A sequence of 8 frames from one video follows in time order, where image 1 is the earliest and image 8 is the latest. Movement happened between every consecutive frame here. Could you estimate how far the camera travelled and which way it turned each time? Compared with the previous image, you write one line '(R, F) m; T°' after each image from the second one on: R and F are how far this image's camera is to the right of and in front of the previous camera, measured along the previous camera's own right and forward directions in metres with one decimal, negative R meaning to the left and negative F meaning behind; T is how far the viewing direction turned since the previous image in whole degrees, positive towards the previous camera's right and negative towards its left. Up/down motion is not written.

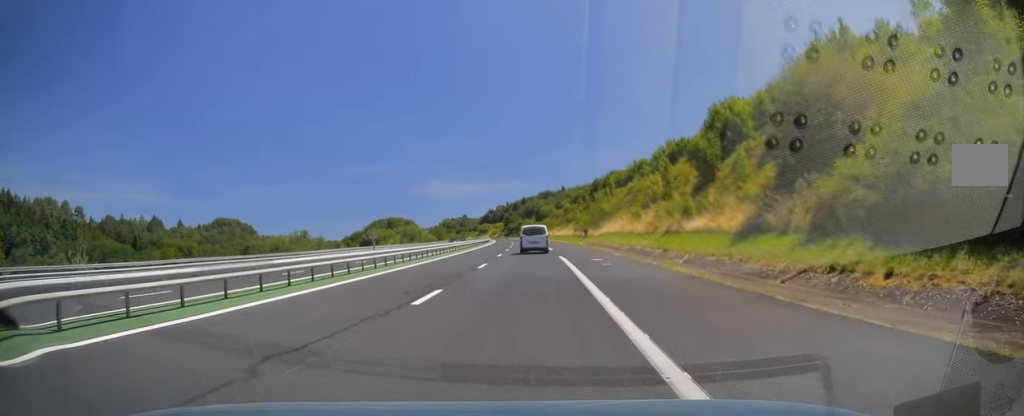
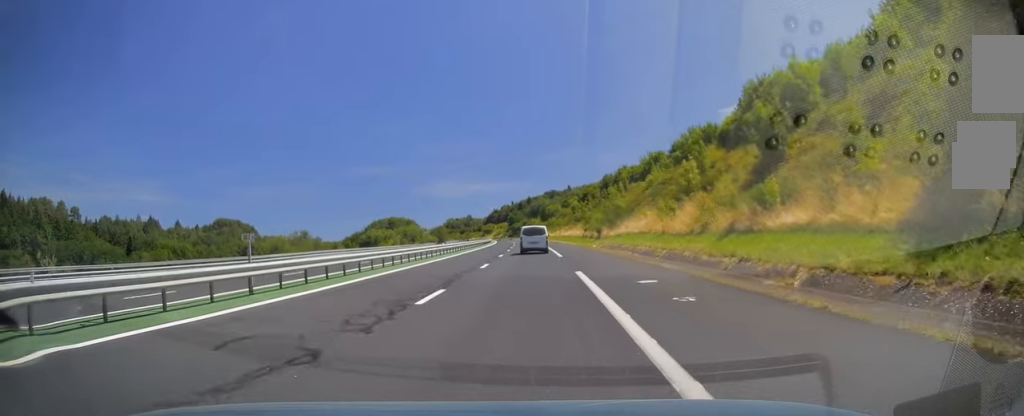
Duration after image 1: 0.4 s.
(-0.1, +12.7) m; -1°
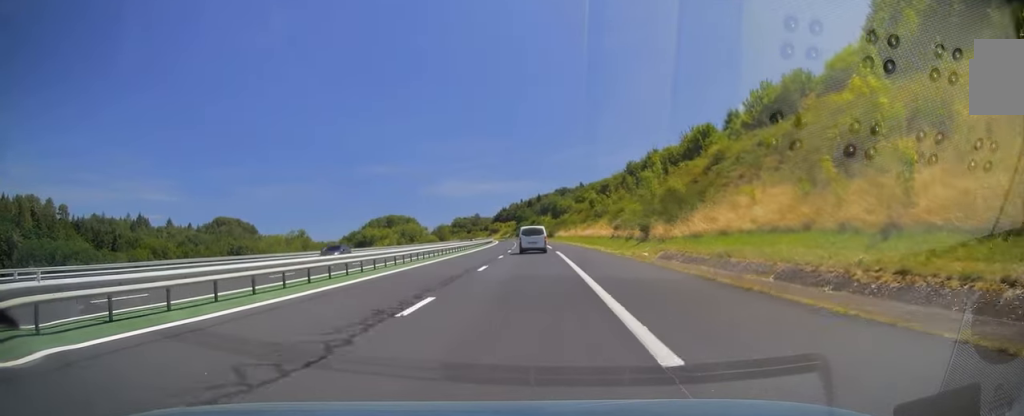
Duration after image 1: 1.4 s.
(-0.4, +28.0) m; -1°
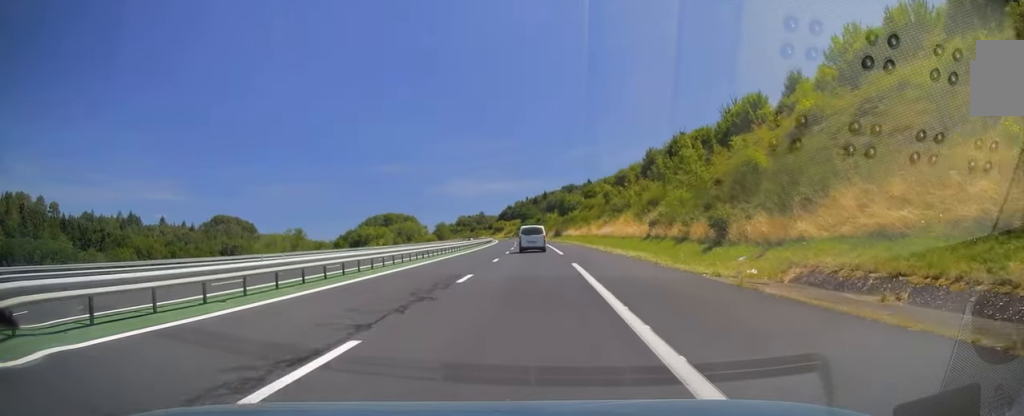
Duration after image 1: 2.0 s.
(-0.2, +18.6) m; -1°
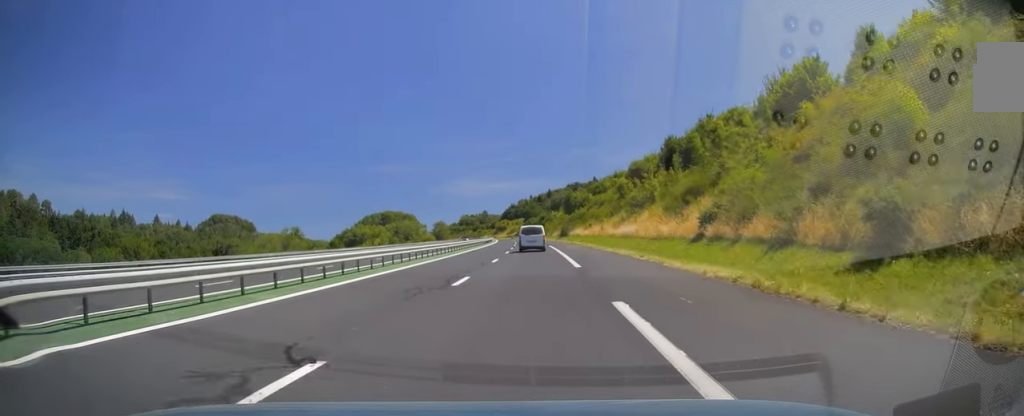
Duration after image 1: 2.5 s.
(0.0, +14.2) m; 0°
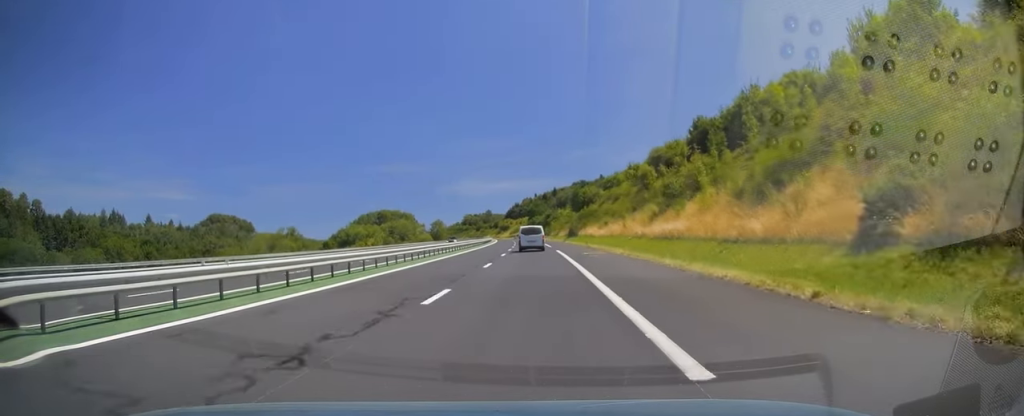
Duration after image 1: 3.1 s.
(0.0, +17.2) m; 0°
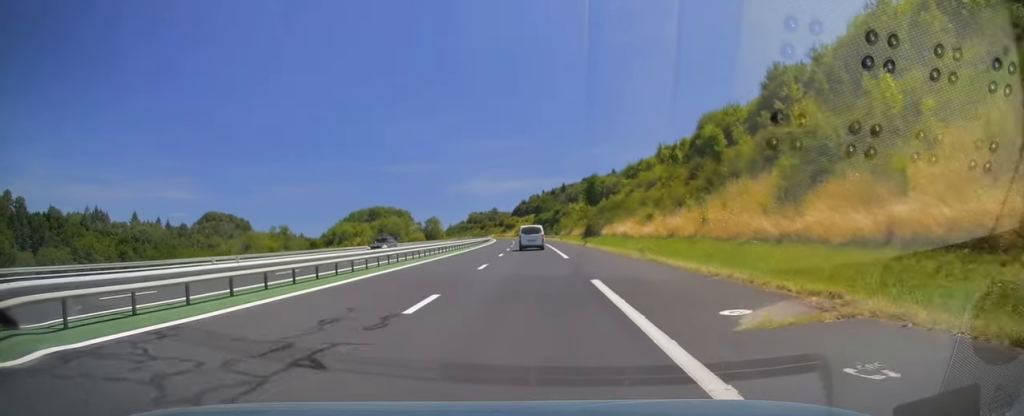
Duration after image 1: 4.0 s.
(+0.1, +27.5) m; -1°
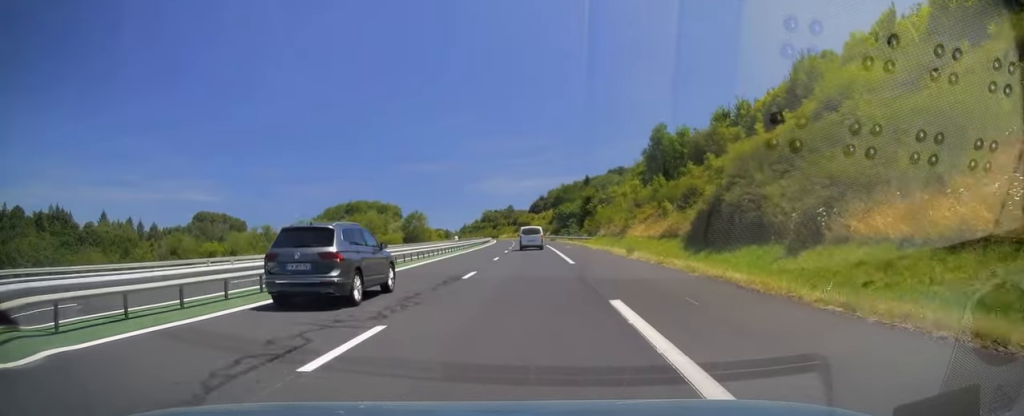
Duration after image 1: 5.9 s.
(-1.1, +56.2) m; -2°
